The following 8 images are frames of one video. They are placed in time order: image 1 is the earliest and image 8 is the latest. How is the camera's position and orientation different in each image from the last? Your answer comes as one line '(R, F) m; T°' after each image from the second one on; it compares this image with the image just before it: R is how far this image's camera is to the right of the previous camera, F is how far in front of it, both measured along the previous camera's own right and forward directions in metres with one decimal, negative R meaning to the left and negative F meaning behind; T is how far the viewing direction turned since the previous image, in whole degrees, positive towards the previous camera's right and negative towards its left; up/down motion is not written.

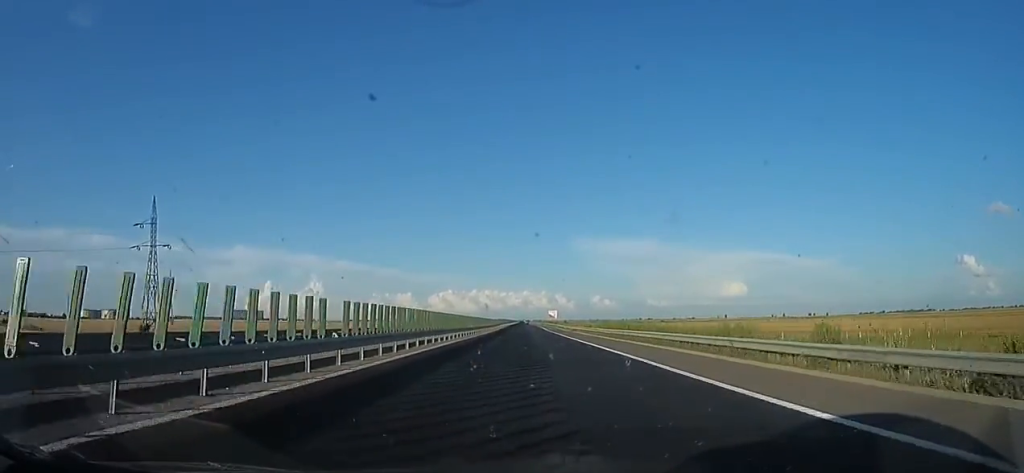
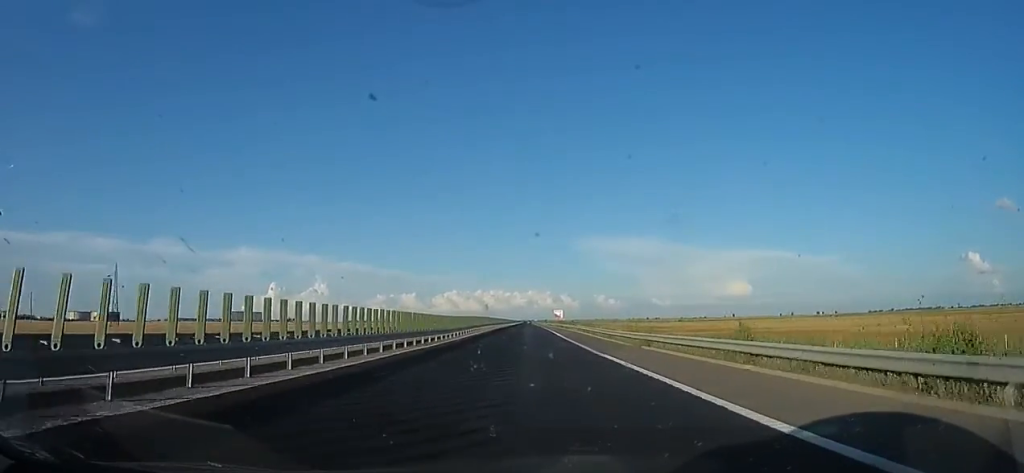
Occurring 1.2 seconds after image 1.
(-1.6, +40.9) m; -1°
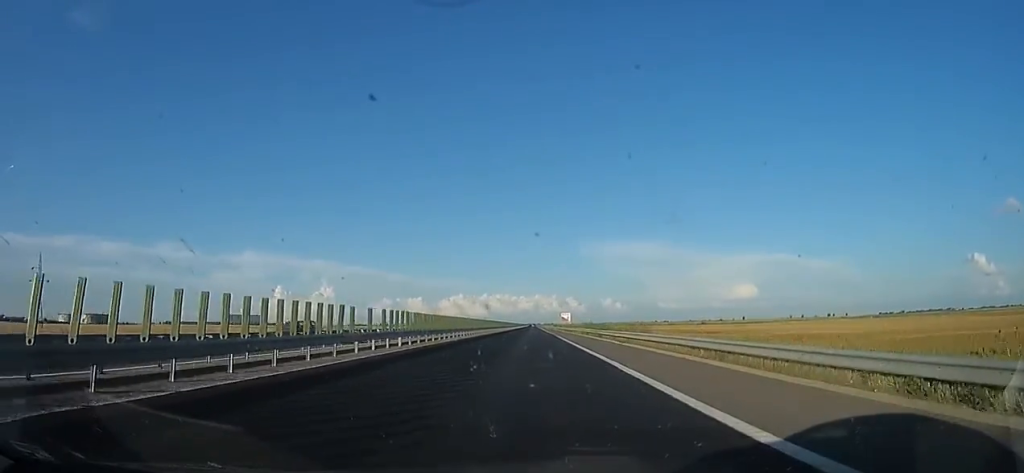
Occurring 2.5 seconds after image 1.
(+1.3, +46.0) m; +2°
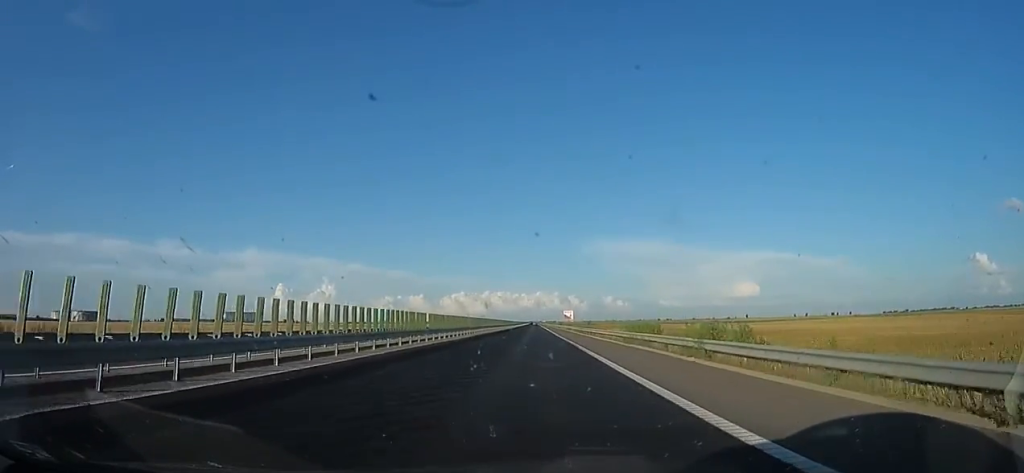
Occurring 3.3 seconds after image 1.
(-0.1, +25.6) m; -1°
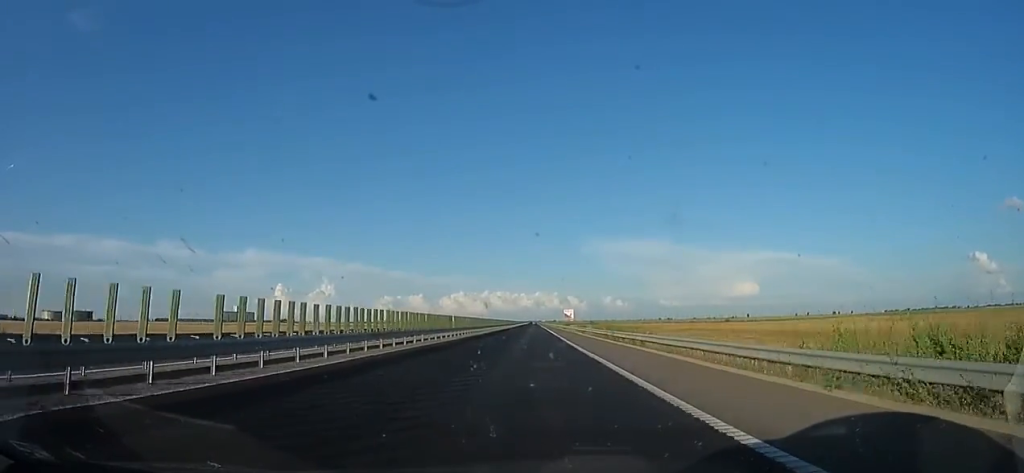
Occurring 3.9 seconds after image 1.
(-0.5, +20.5) m; -1°
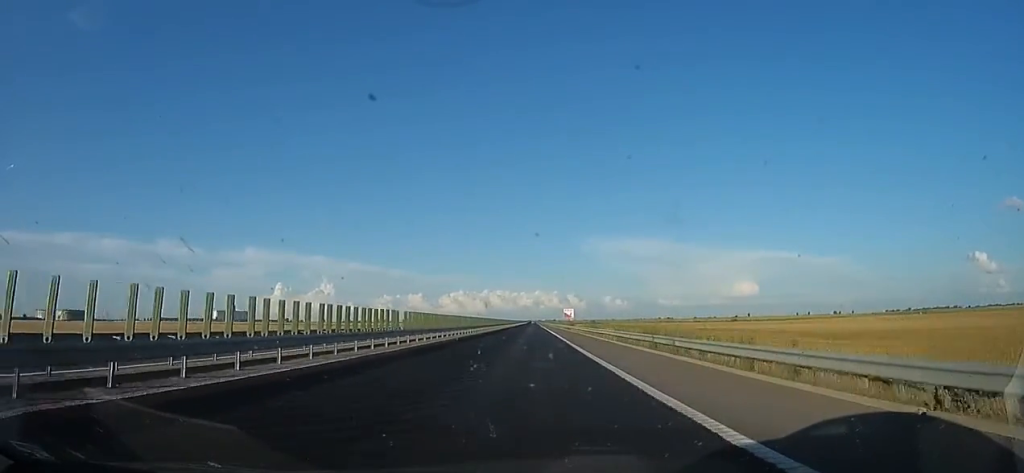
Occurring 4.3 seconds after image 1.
(0.0, +14.9) m; 0°
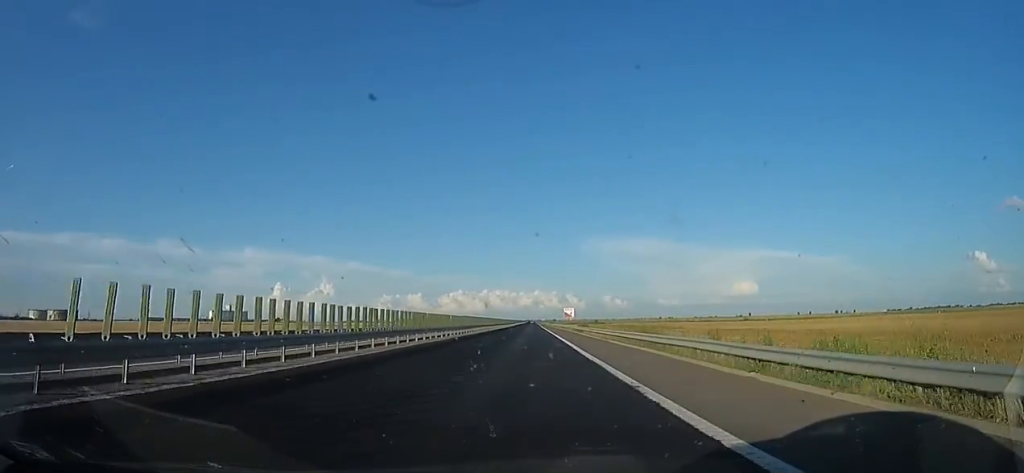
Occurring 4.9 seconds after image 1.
(0.0, +19.4) m; 0°
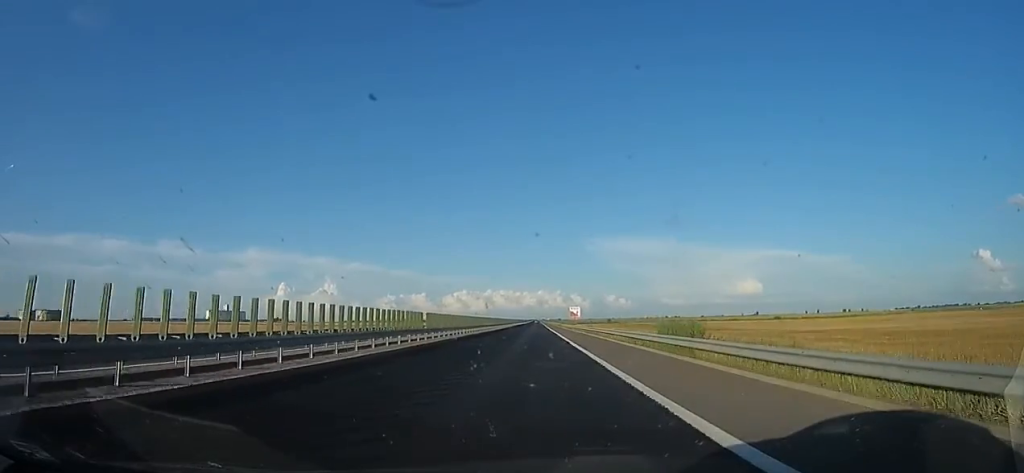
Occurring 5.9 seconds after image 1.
(0.0, +36.1) m; 0°
